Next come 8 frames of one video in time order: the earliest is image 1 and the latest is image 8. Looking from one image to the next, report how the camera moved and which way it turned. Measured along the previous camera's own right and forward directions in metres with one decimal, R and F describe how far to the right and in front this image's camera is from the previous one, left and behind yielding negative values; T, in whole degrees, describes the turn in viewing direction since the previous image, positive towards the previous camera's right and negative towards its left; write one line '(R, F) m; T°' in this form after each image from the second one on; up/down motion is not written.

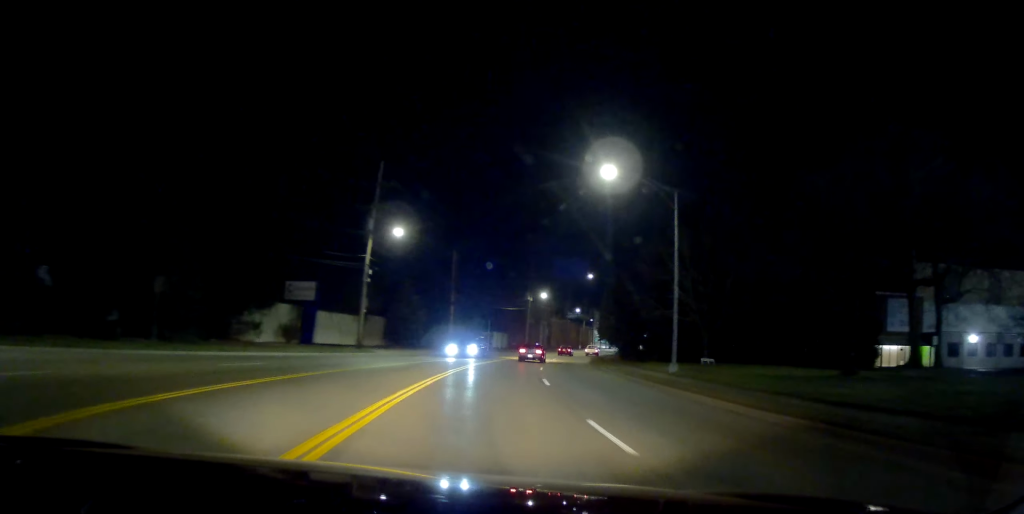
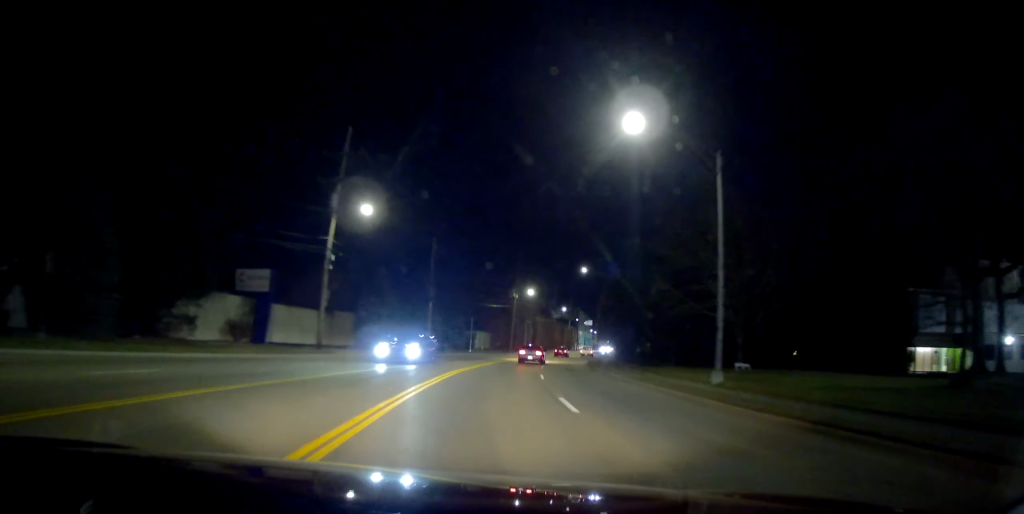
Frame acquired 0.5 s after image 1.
(+0.1, +7.4) m; +2°
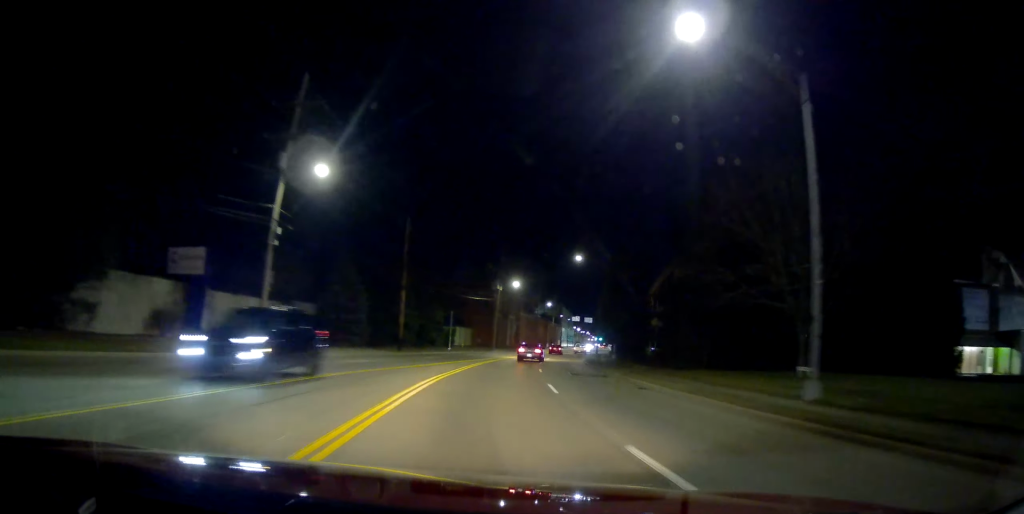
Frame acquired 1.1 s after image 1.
(+0.2, +8.5) m; +1°
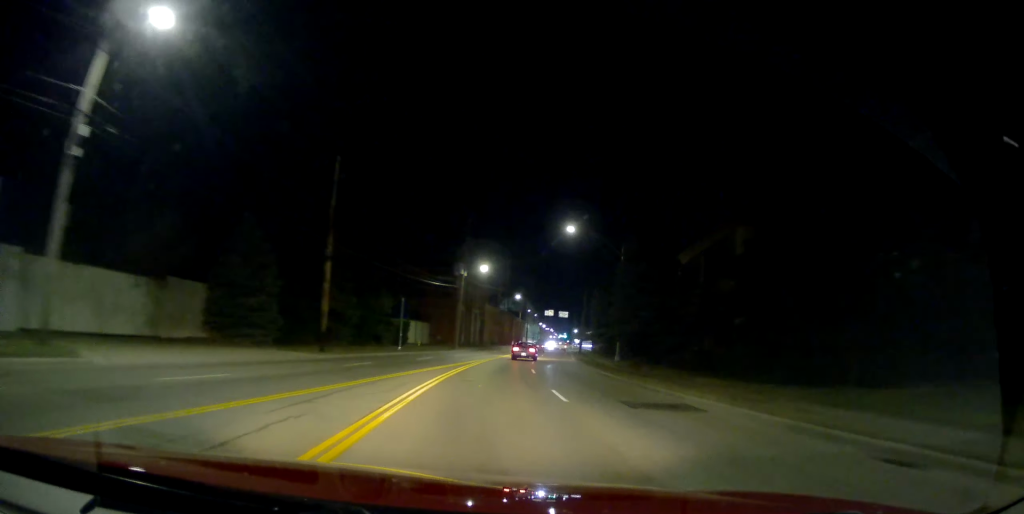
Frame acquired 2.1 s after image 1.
(+0.2, +15.2) m; +3°
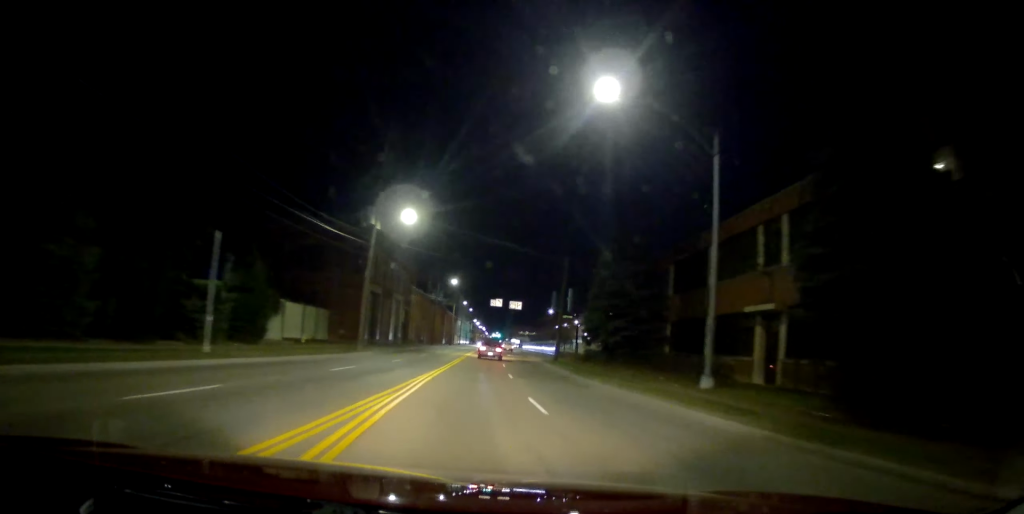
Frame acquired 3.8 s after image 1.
(+2.0, +27.2) m; +7°
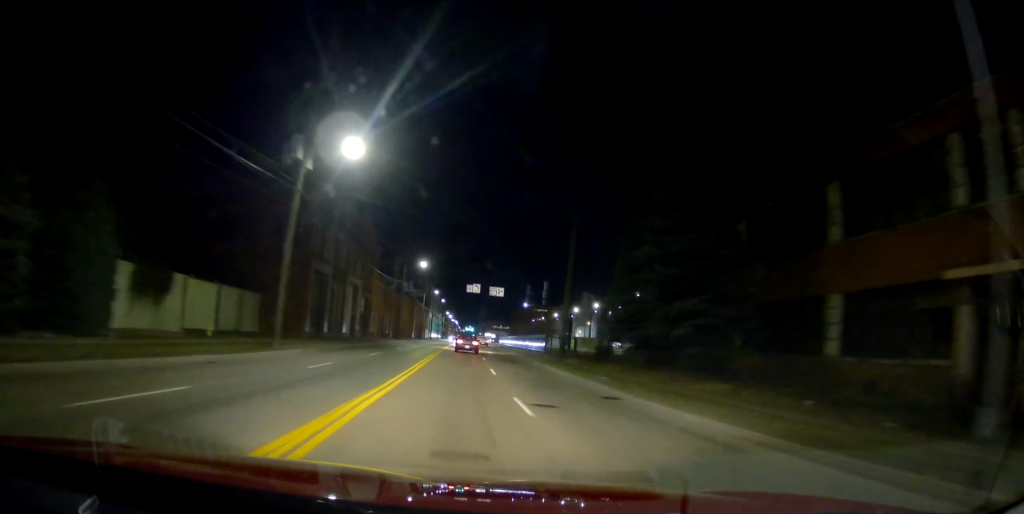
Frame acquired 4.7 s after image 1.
(+0.2, +13.7) m; +1°
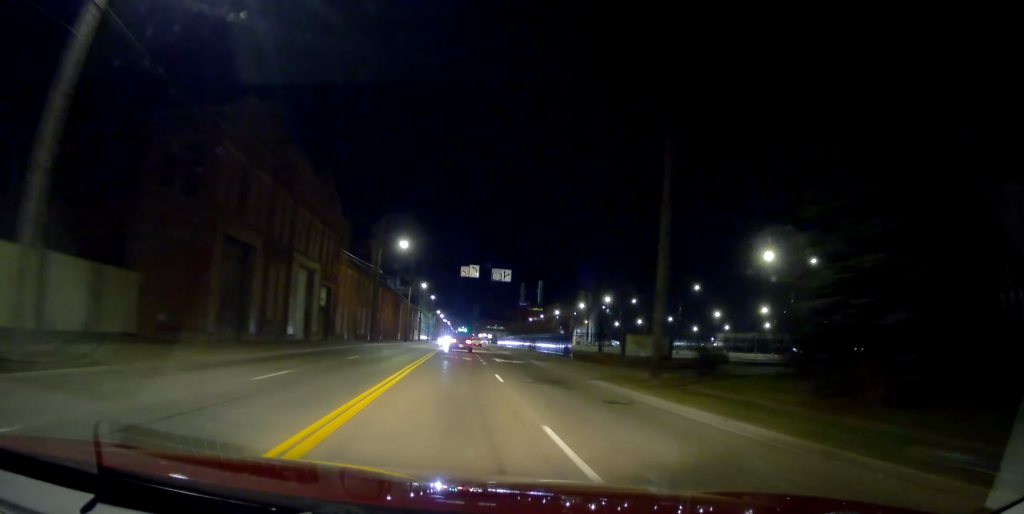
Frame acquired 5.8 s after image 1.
(0.0, +17.4) m; +2°
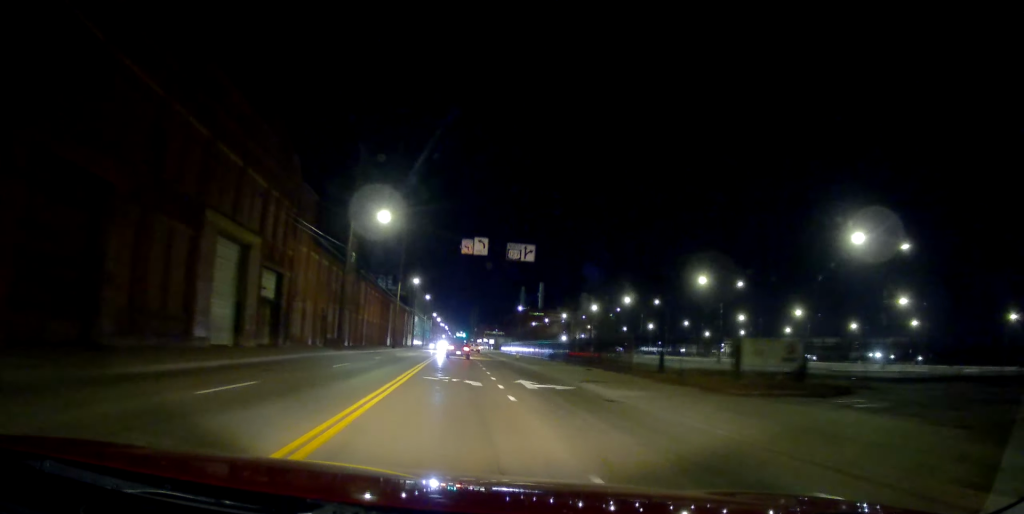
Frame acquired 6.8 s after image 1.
(+0.4, +15.4) m; 0°
